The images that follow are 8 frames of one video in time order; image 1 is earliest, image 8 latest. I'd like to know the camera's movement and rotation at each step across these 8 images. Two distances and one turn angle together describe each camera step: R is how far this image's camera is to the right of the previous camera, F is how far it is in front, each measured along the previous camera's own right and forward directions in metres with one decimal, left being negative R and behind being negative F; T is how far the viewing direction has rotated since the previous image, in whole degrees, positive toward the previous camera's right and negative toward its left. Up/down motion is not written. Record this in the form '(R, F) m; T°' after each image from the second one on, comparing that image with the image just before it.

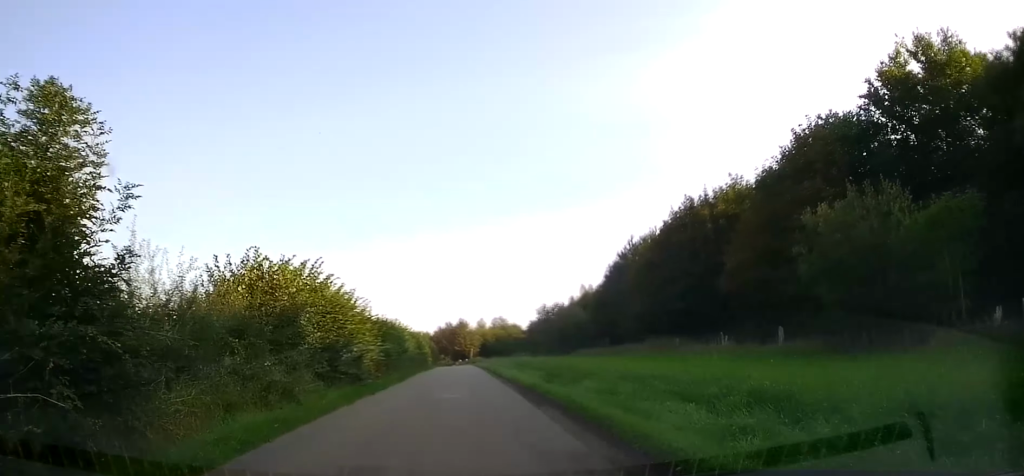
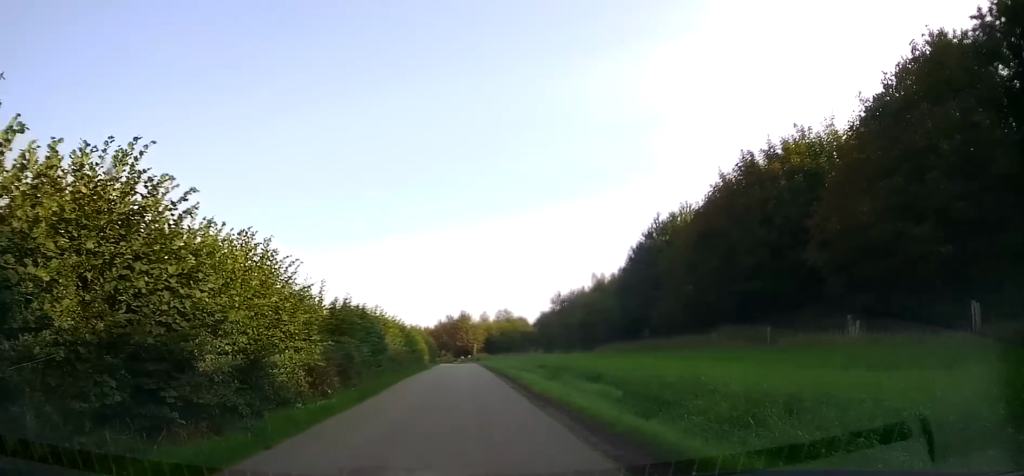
(0.0, +9.7) m; 0°
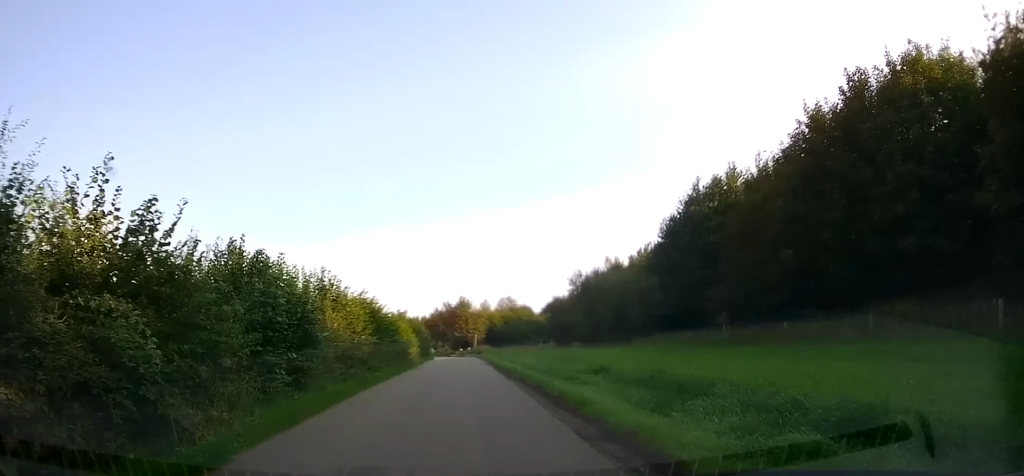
(0.0, +11.6) m; 0°
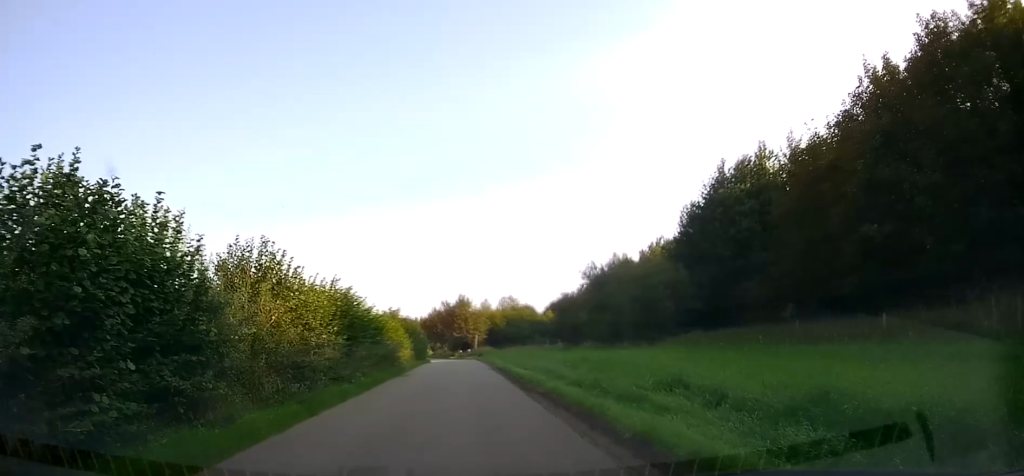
(0.0, +5.8) m; 0°
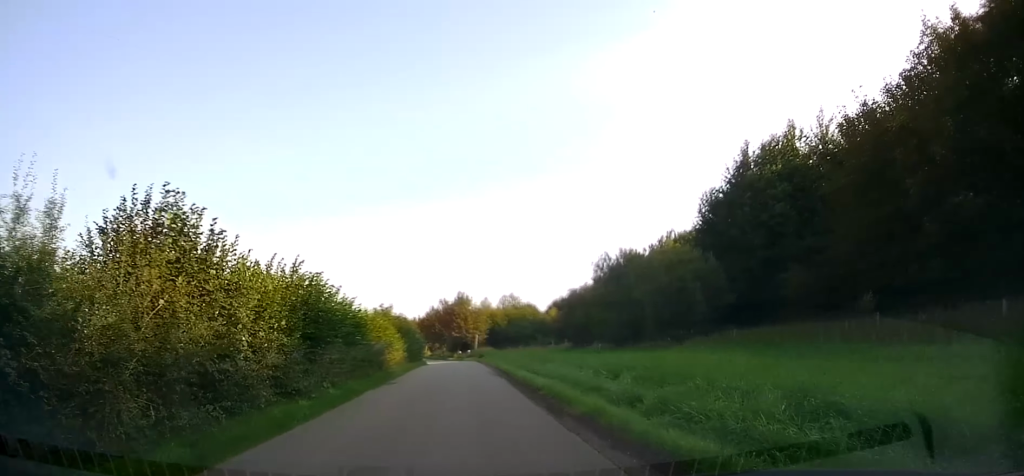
(0.0, +5.0) m; -1°
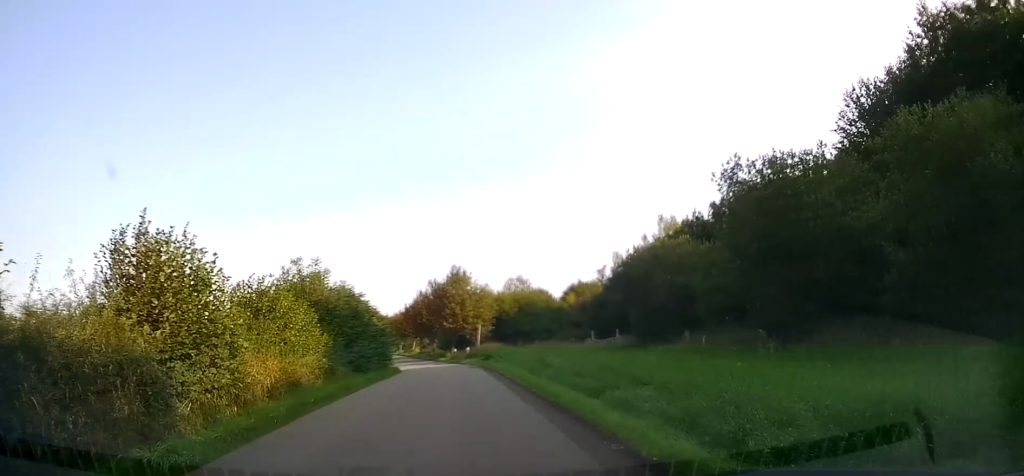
(+0.1, +21.4) m; +1°
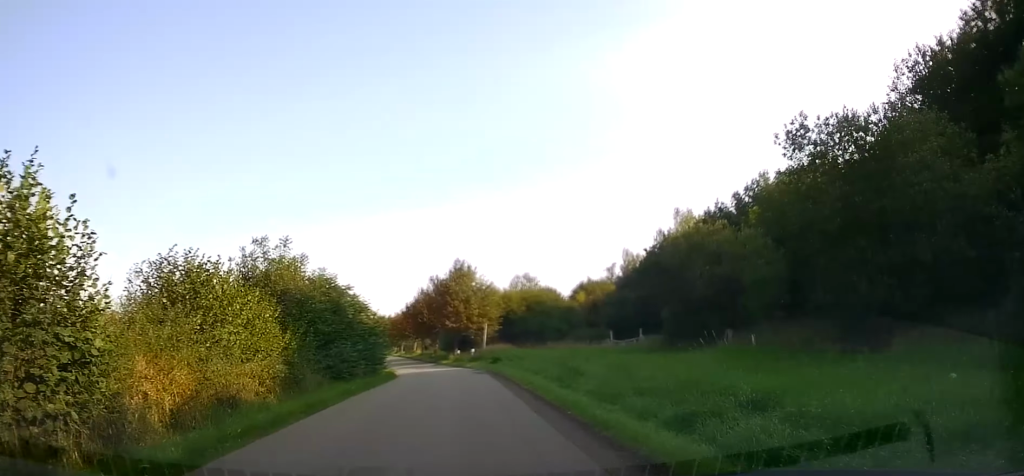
(+0.2, +4.6) m; 0°
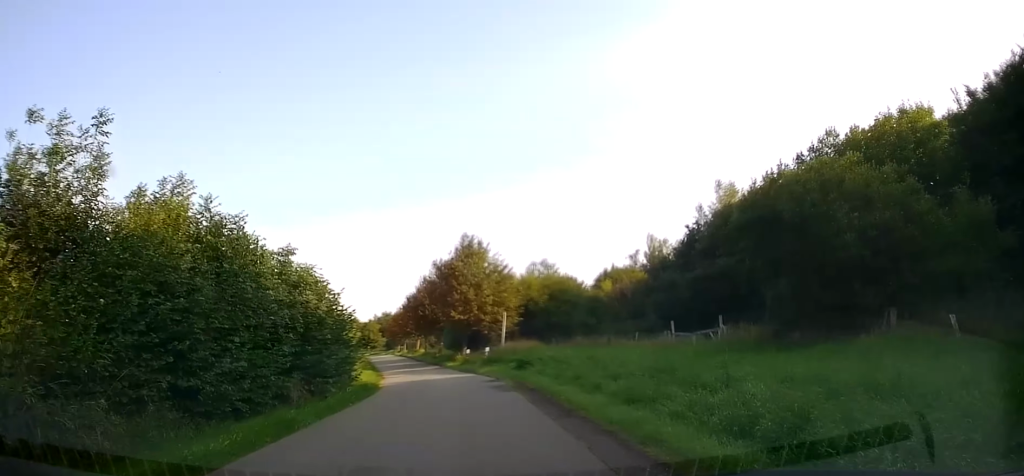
(-0.6, +10.9) m; -3°
